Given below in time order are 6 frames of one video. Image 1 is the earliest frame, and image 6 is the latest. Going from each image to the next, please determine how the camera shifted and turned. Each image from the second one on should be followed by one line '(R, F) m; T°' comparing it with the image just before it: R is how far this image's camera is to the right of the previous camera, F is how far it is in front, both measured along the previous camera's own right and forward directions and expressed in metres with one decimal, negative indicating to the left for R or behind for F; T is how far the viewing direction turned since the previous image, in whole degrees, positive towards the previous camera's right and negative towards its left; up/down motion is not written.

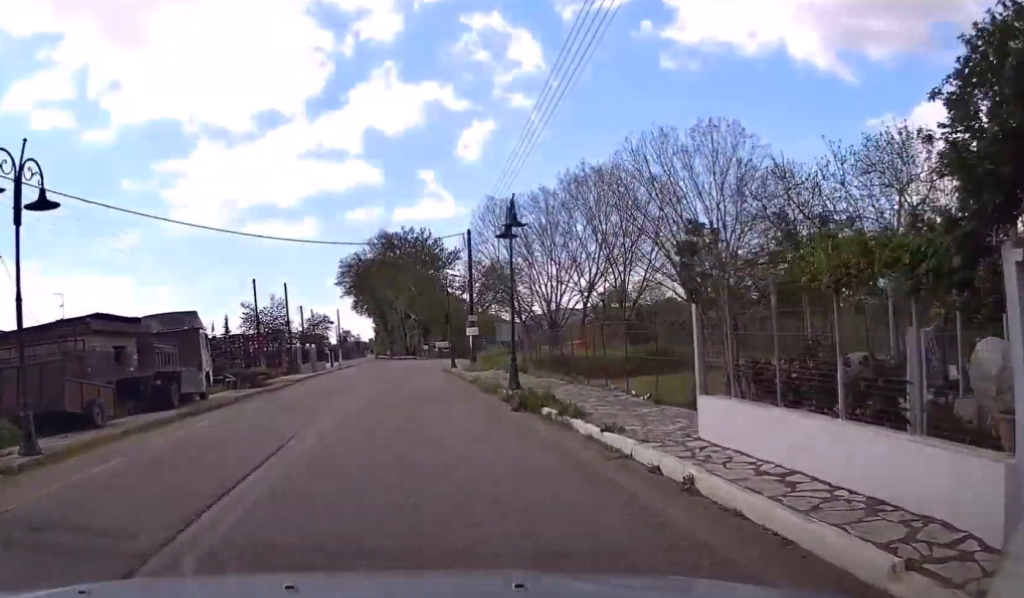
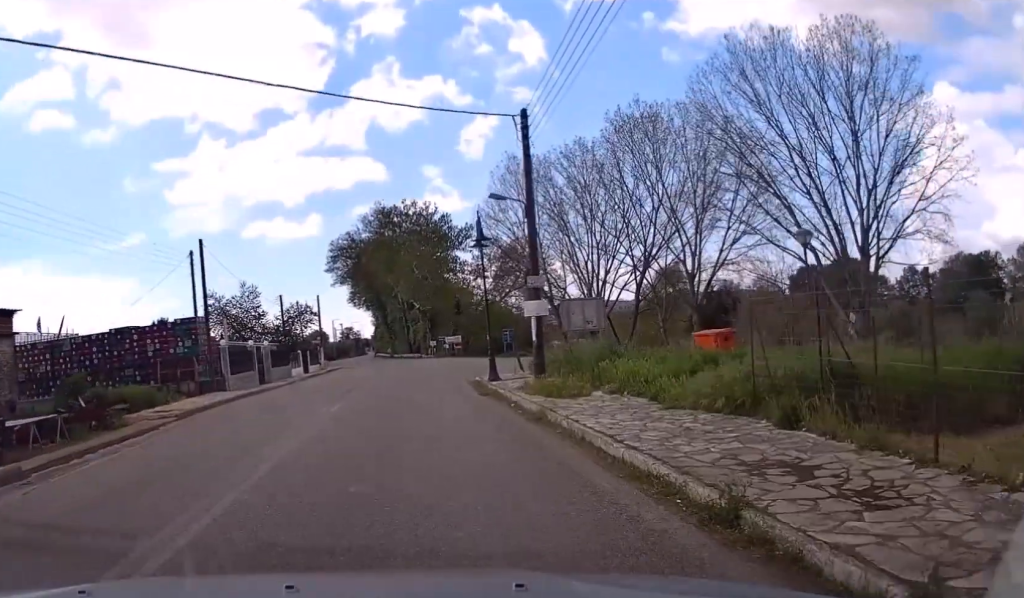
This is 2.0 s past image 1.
(-0.3, +21.7) m; -1°
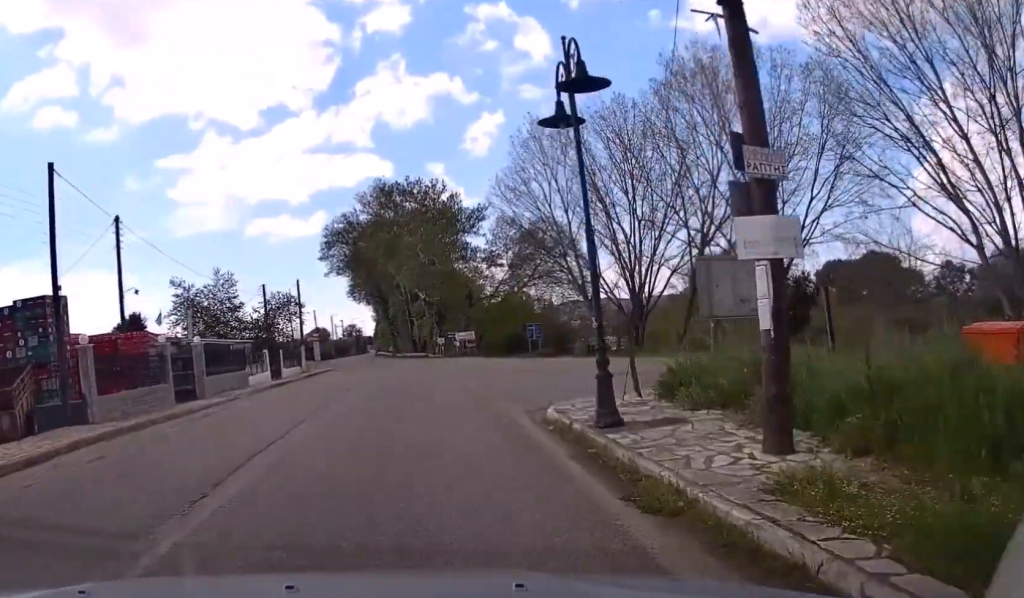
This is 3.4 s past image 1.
(+0.1, +14.1) m; 0°
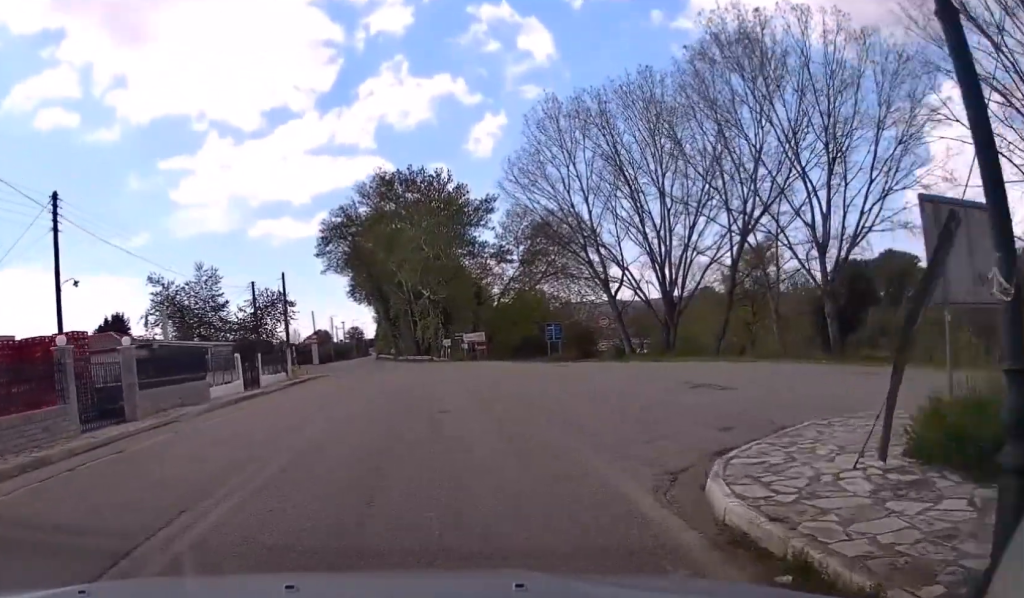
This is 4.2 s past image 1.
(-0.2, +7.4) m; 0°
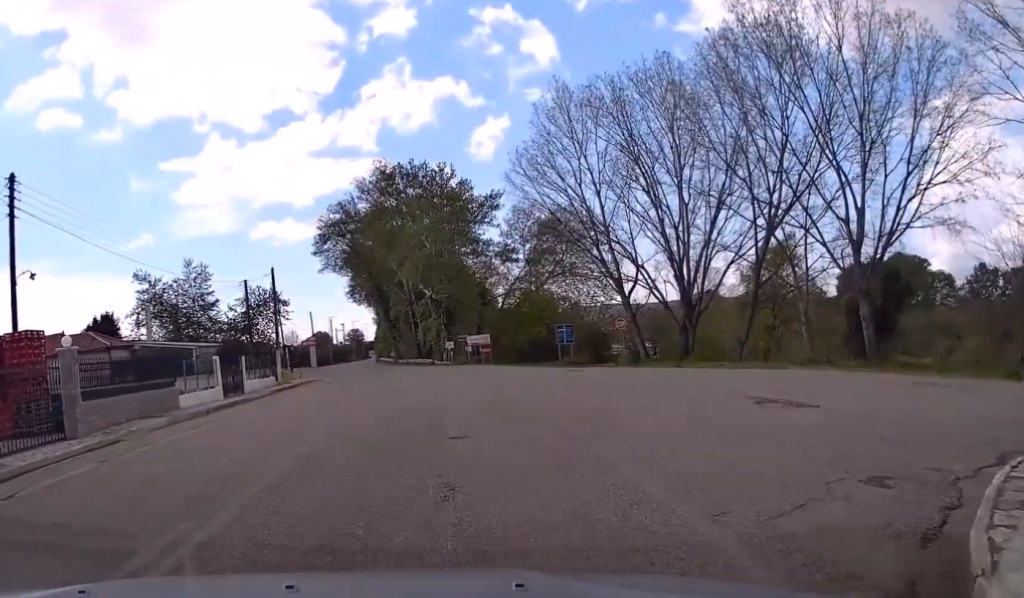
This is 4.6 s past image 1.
(0.0, +3.8) m; 0°
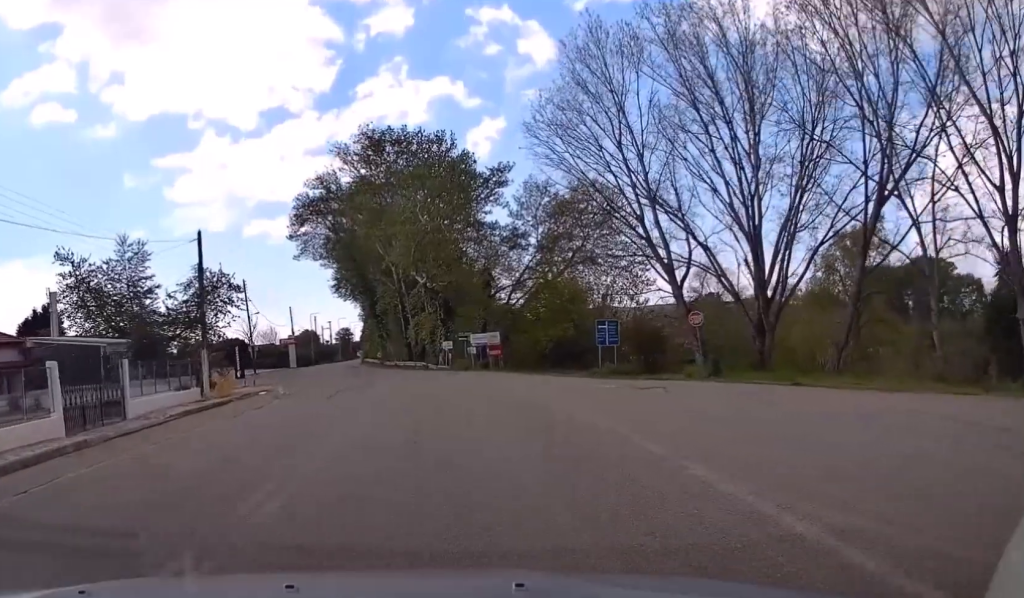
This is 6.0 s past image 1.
(+0.1, +13.7) m; -1°
